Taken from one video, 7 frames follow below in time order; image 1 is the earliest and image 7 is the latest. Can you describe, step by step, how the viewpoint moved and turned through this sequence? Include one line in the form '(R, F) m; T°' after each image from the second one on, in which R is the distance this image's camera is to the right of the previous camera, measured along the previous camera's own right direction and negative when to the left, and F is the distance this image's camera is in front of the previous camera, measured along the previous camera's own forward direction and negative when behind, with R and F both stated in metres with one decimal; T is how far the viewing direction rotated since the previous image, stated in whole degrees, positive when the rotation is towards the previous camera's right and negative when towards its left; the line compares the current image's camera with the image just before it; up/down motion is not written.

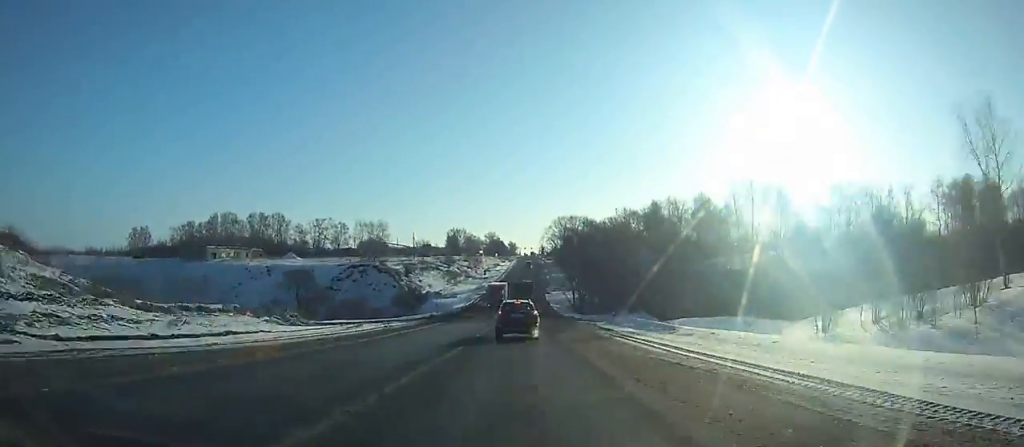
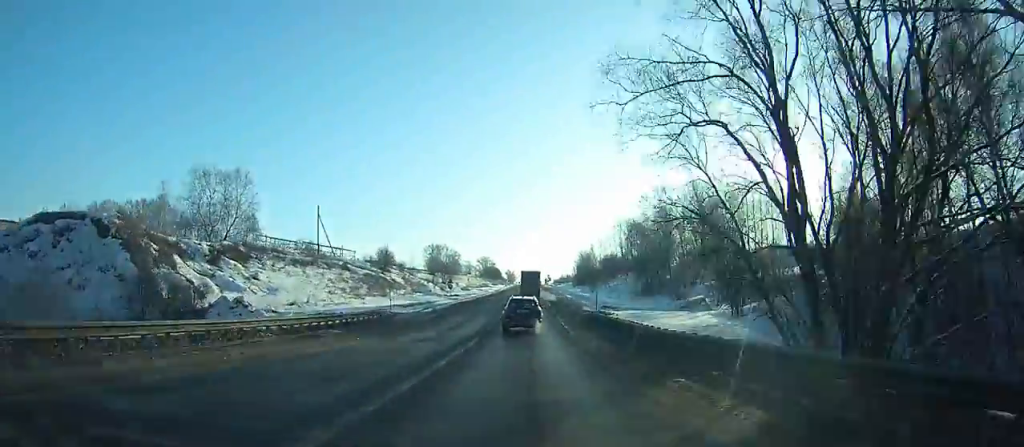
(+0.6, +92.2) m; +1°
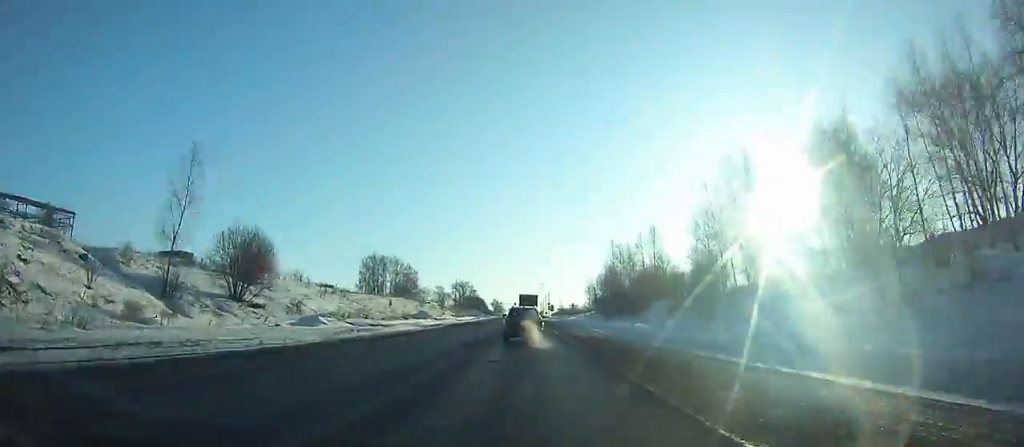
(+1.1, +96.0) m; +1°
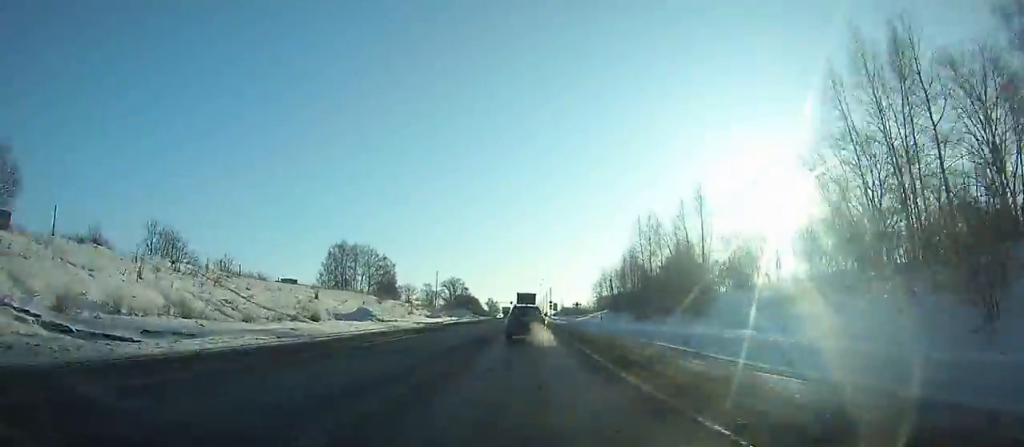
(0.0, +29.4) m; 0°
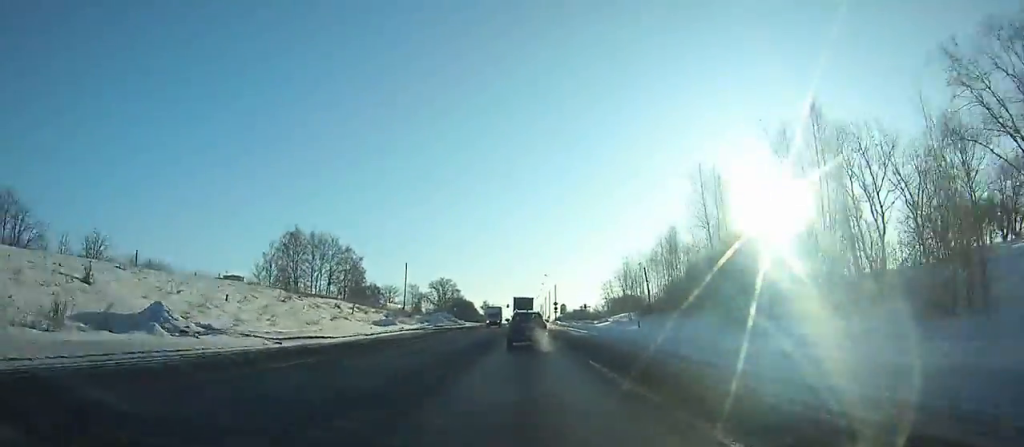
(0.0, +30.2) m; 0°
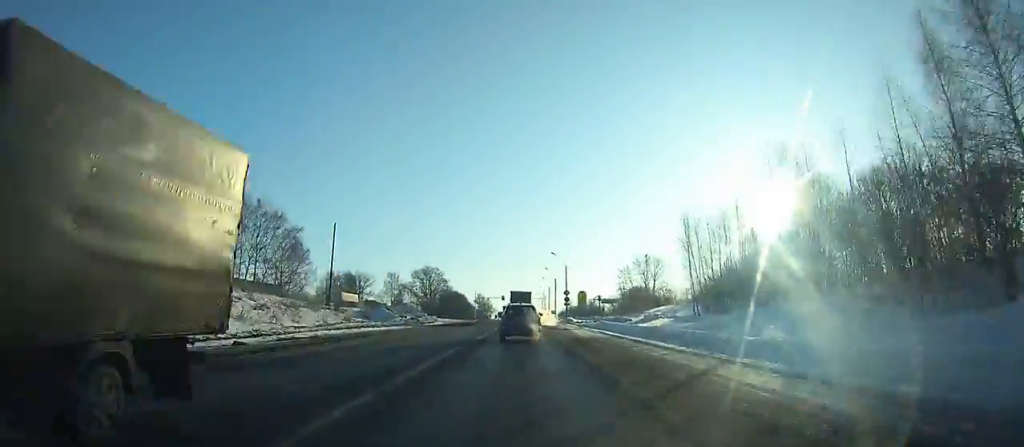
(0.0, +35.2) m; 0°
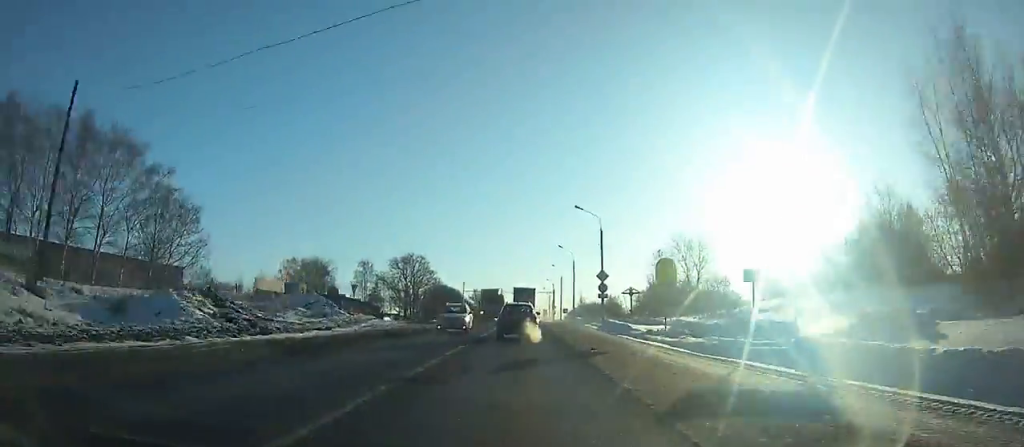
(0.0, +39.5) m; 0°
